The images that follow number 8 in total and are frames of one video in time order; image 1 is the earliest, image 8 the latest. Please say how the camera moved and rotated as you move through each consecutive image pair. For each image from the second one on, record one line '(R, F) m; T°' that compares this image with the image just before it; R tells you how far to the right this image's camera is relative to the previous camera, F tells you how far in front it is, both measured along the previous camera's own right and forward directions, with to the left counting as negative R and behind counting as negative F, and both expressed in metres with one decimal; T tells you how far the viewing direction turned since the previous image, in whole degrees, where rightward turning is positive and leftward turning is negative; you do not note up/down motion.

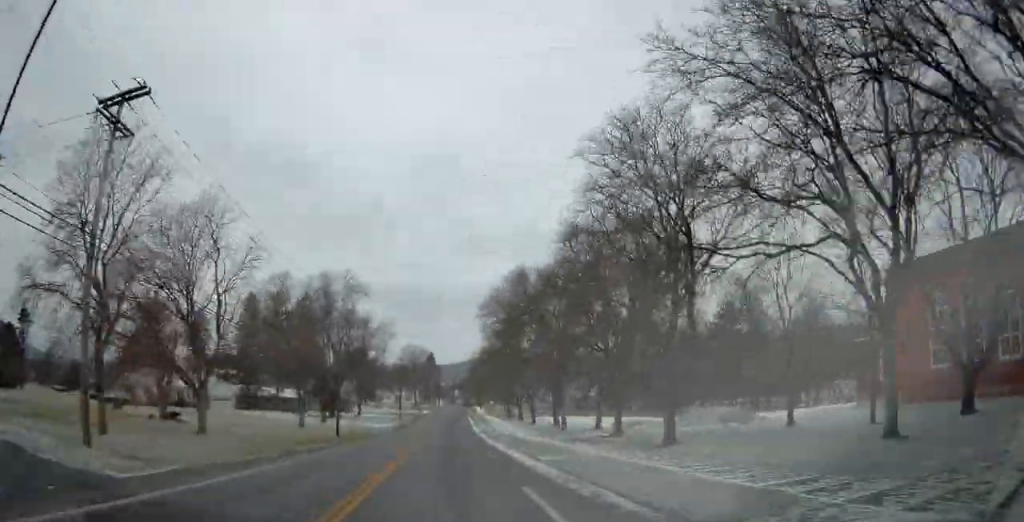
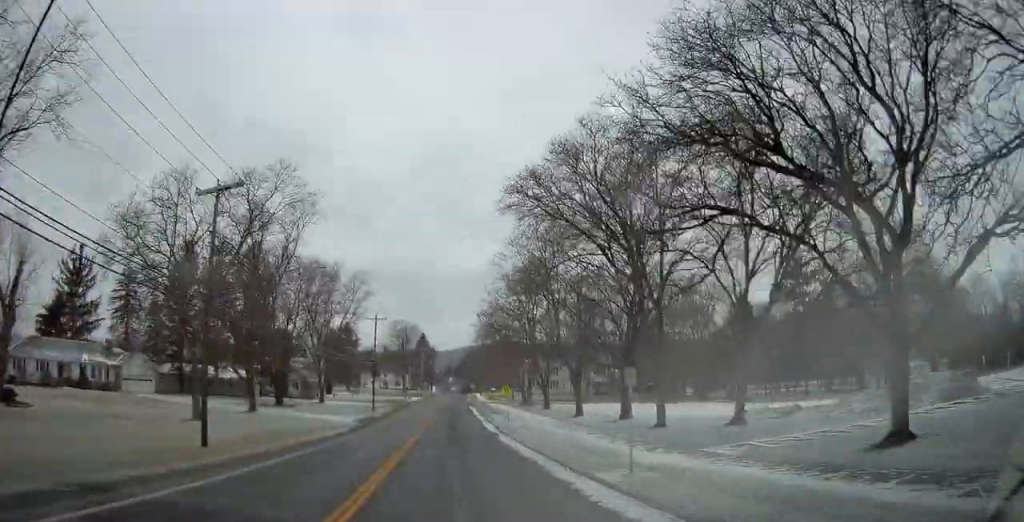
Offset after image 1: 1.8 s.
(-11.6, +40.1) m; +1°
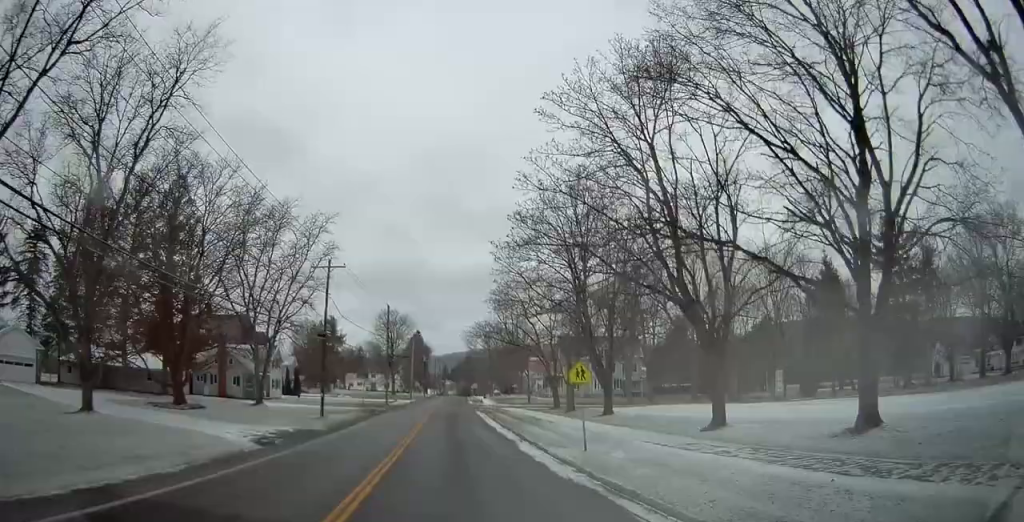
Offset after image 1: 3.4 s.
(+5.8, +27.5) m; +15°
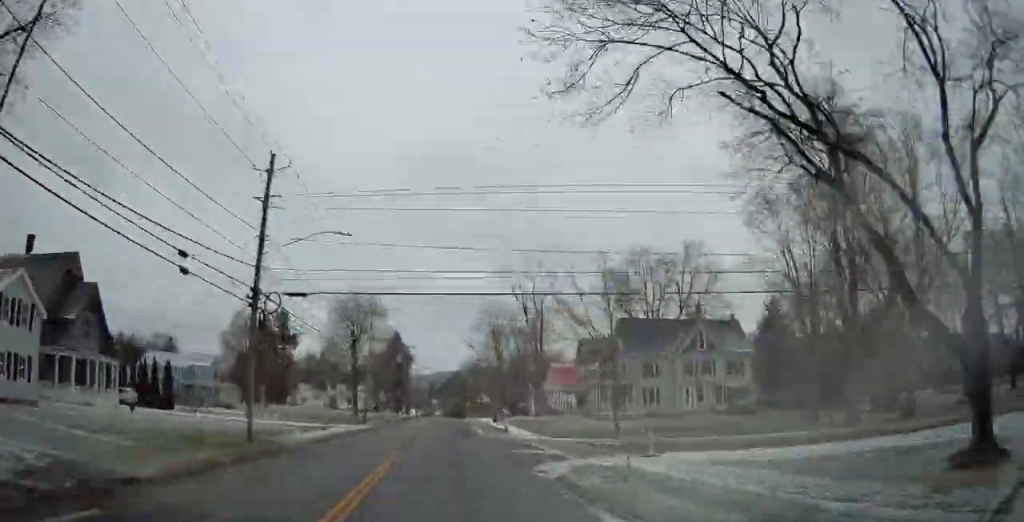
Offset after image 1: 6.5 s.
(+17.5, +48.5) m; +27°
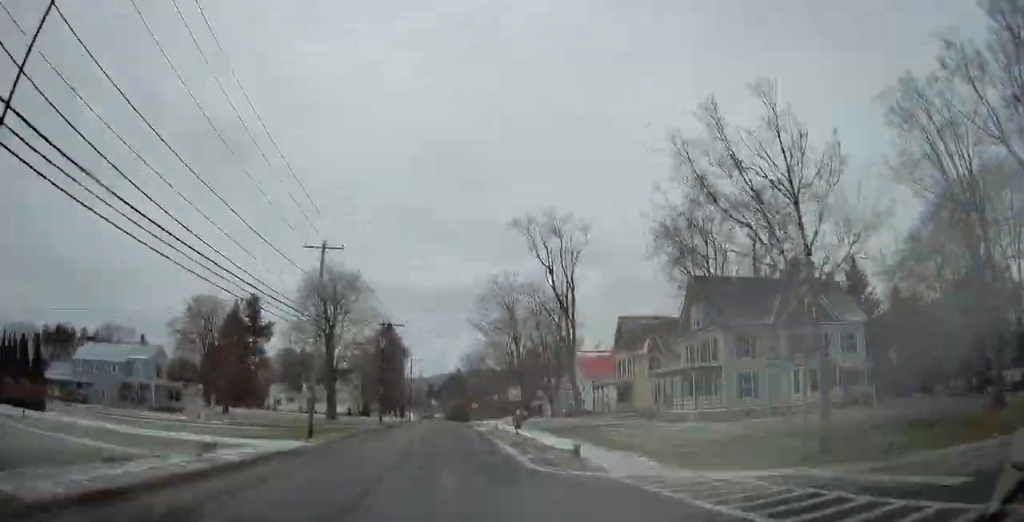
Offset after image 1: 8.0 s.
(+2.9, +25.1) m; +6°
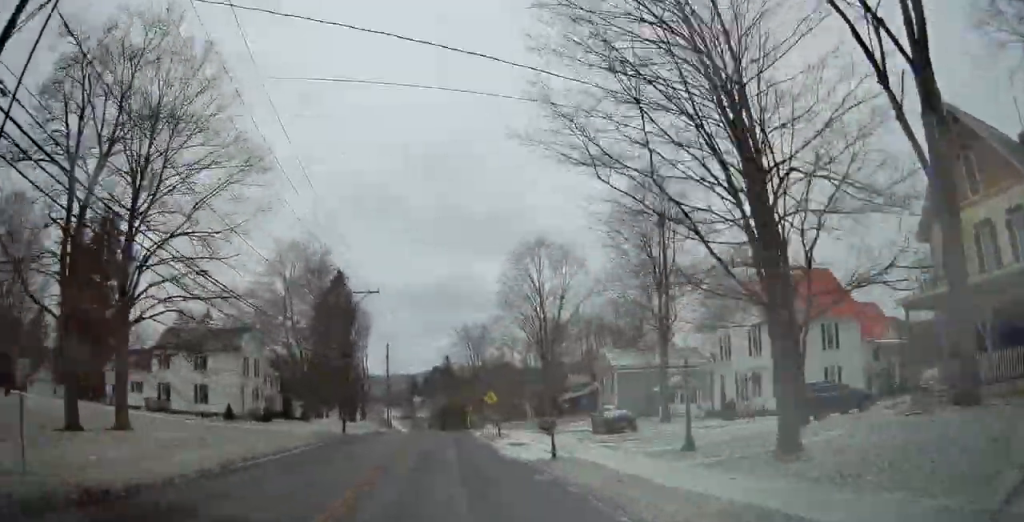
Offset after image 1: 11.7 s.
(+1.4, +55.4) m; +2°
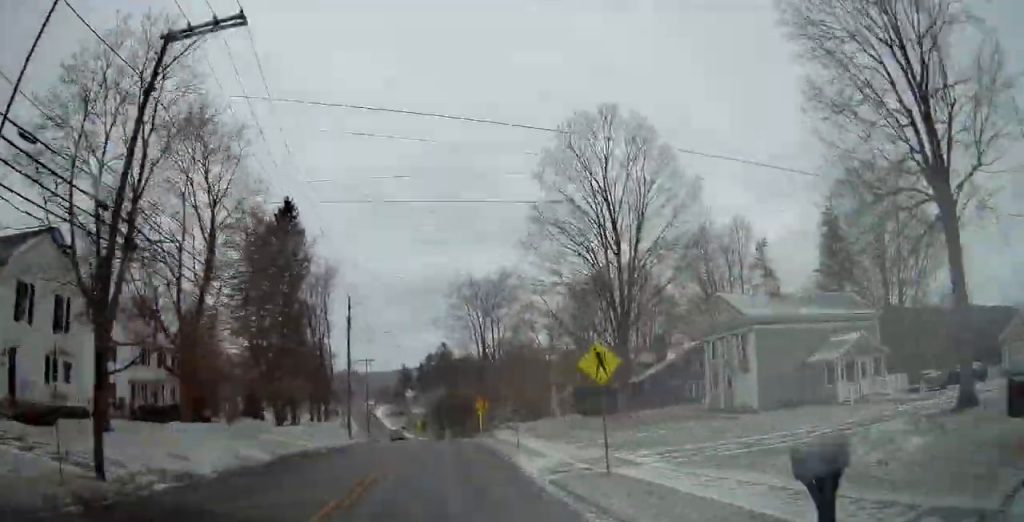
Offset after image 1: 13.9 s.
(0.0, +31.4) m; 0°
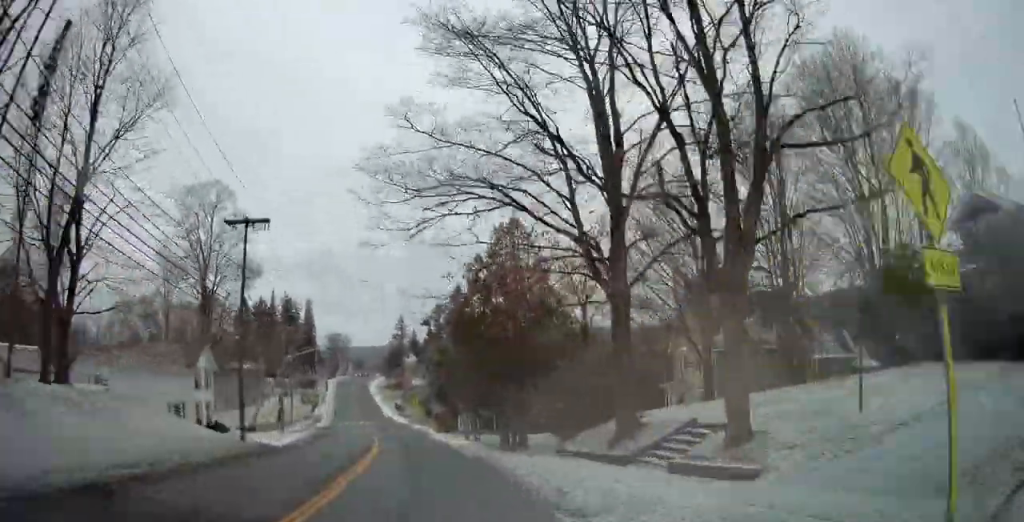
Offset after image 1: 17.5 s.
(-0.7, +51.7) m; -4°
